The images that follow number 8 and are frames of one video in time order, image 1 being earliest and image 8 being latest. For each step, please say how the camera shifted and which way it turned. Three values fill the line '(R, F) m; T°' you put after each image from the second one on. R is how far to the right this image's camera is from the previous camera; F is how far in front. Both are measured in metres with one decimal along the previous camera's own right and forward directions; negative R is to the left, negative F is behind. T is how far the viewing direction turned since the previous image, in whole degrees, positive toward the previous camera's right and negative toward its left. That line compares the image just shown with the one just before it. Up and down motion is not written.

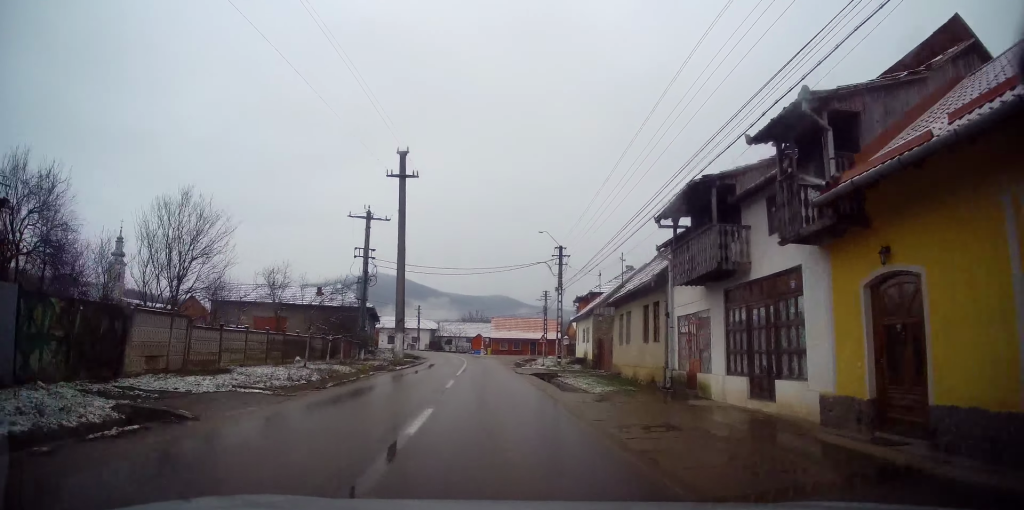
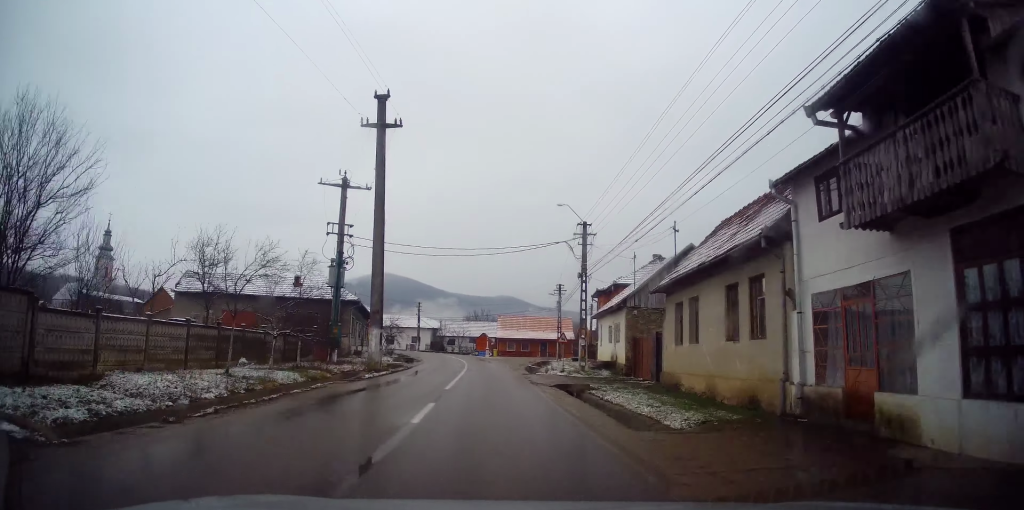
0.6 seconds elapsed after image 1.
(0.0, +7.5) m; 0°
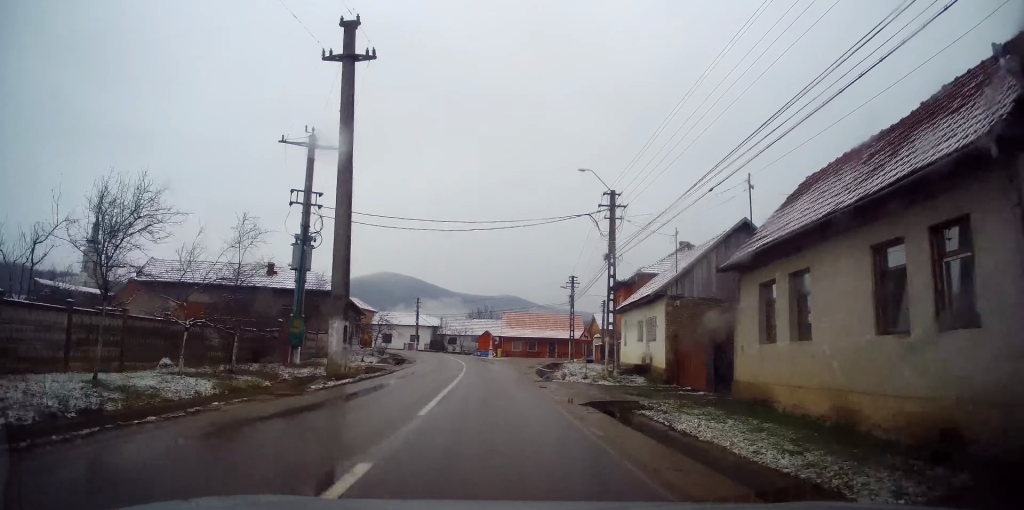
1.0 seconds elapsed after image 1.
(0.0, +6.1) m; 0°
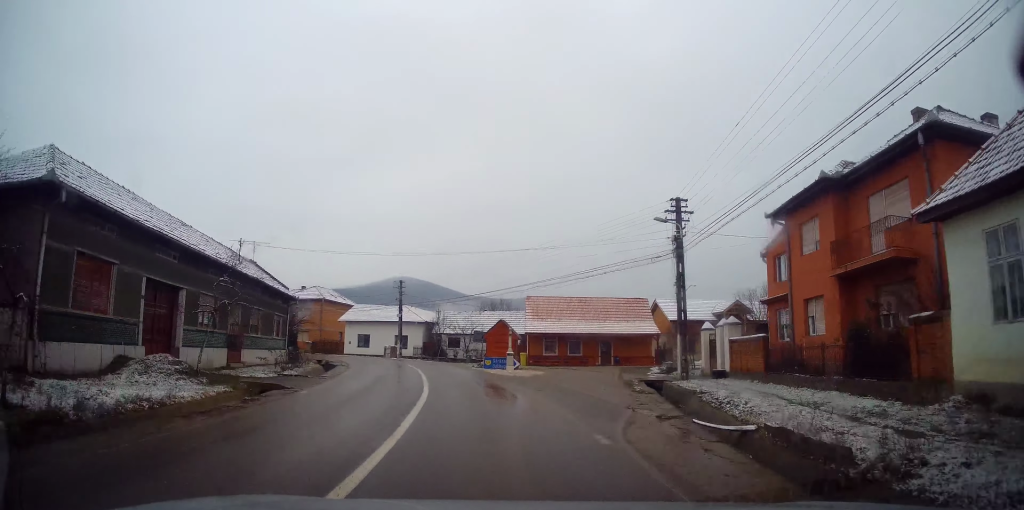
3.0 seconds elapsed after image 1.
(-0.5, +25.7) m; -4°
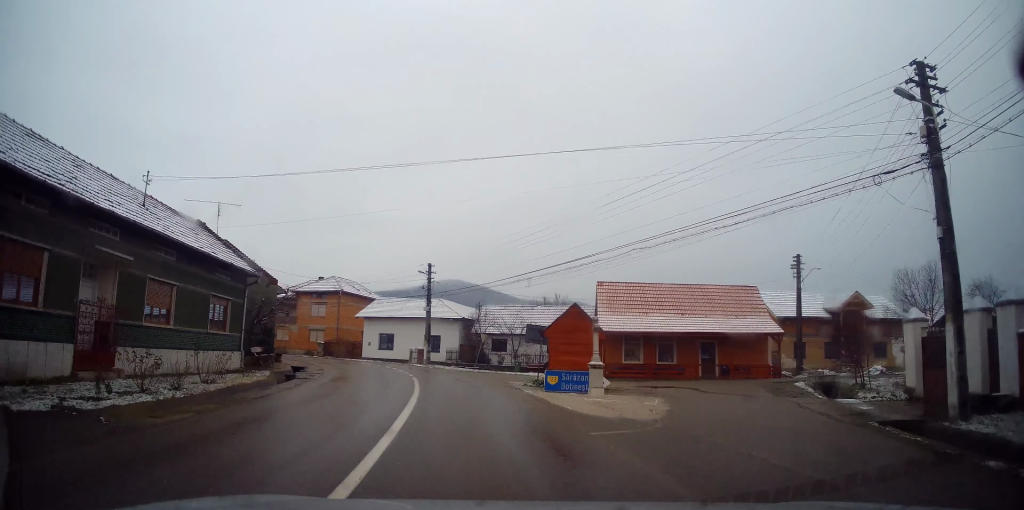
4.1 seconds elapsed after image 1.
(-0.5, +12.8) m; -4°
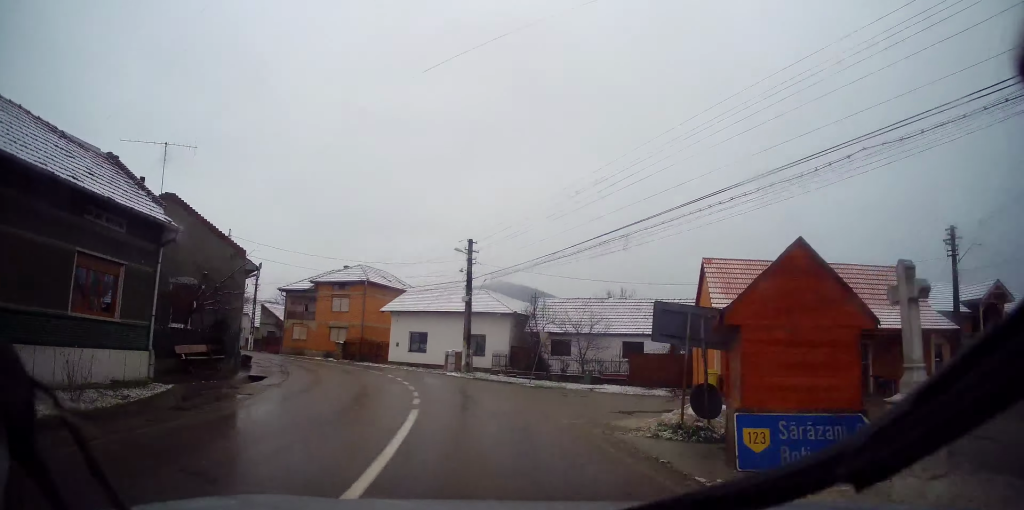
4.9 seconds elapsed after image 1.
(-0.3, +10.4) m; -5°
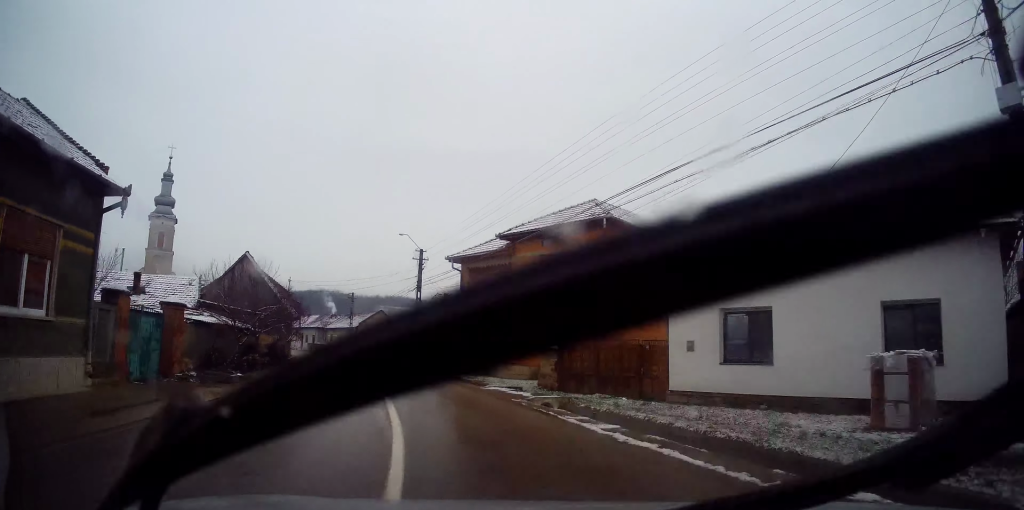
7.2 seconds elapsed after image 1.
(-5.4, +25.8) m; -26°
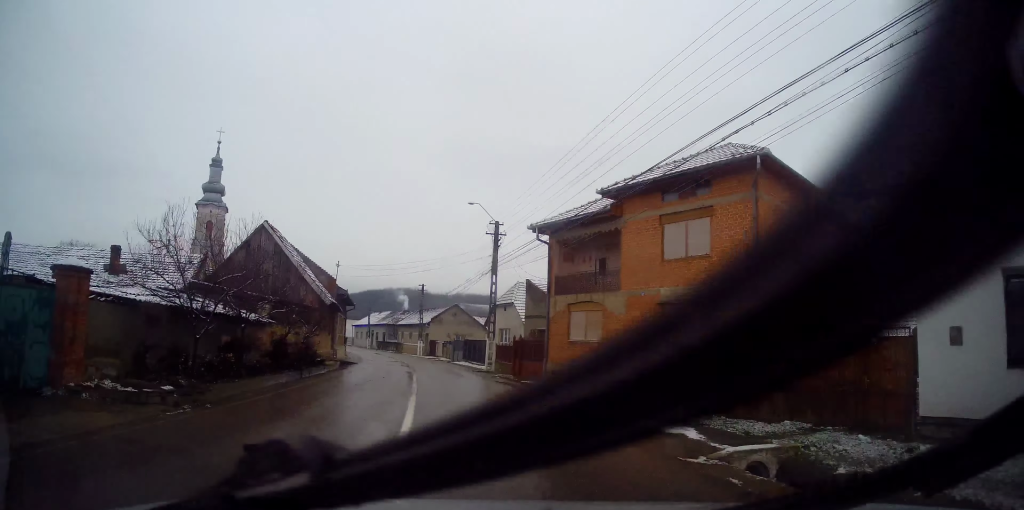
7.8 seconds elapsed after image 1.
(-0.6, +7.8) m; -7°
